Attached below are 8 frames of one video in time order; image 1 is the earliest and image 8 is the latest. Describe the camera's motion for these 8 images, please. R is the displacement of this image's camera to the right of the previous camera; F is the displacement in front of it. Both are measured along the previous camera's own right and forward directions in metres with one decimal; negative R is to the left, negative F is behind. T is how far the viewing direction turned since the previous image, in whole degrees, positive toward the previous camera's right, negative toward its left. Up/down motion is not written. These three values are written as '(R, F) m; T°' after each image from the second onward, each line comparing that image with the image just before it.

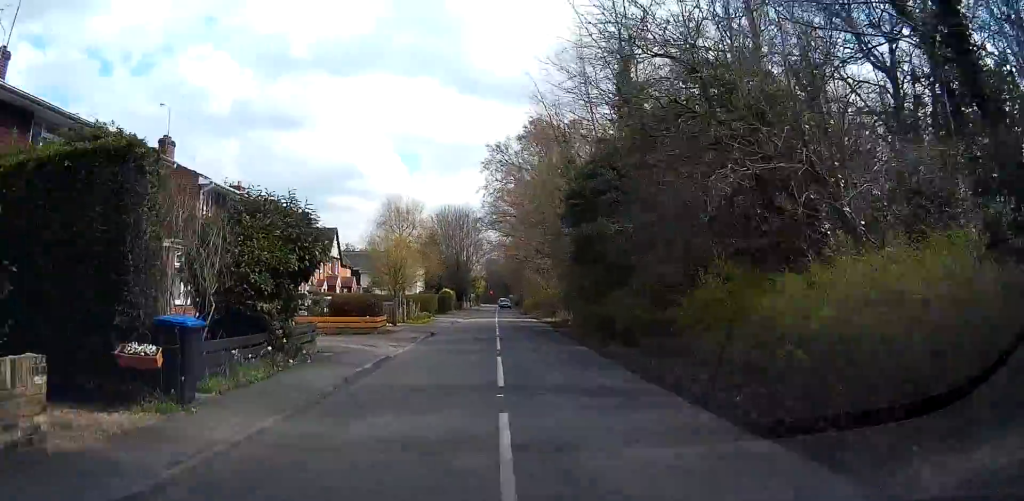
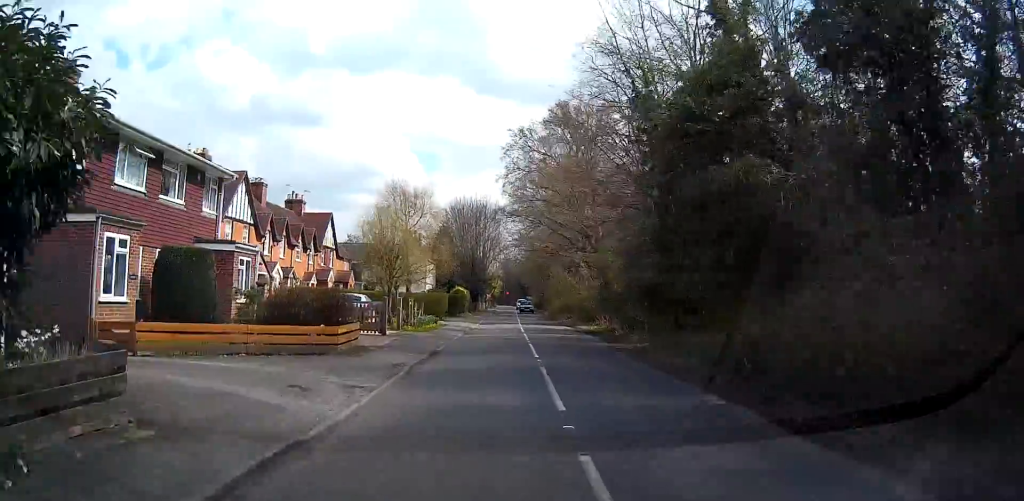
(-0.3, +10.8) m; -1°
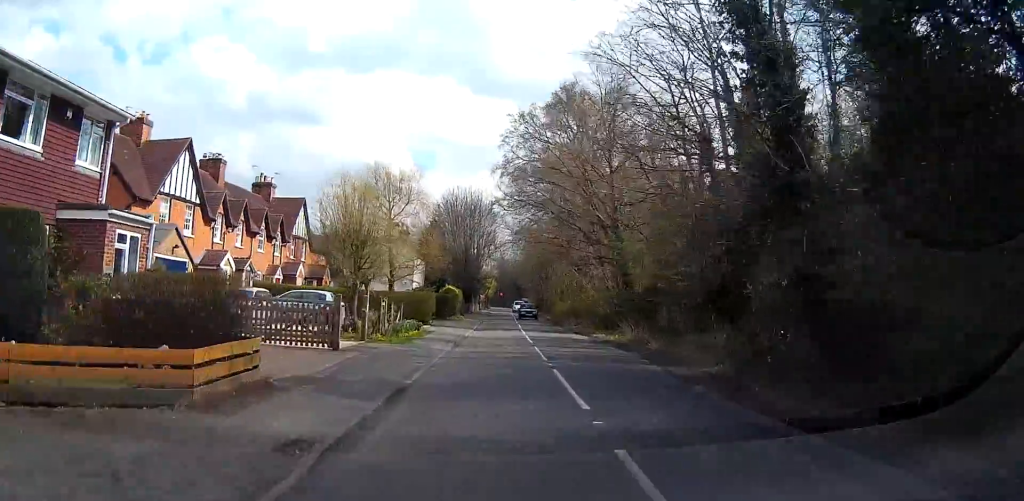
(+0.1, +8.4) m; +1°
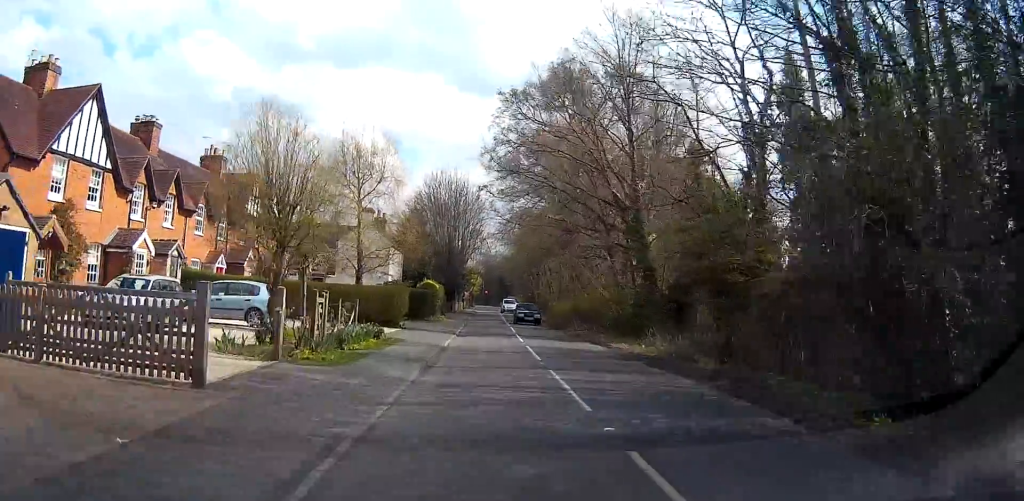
(+0.1, +8.5) m; +1°
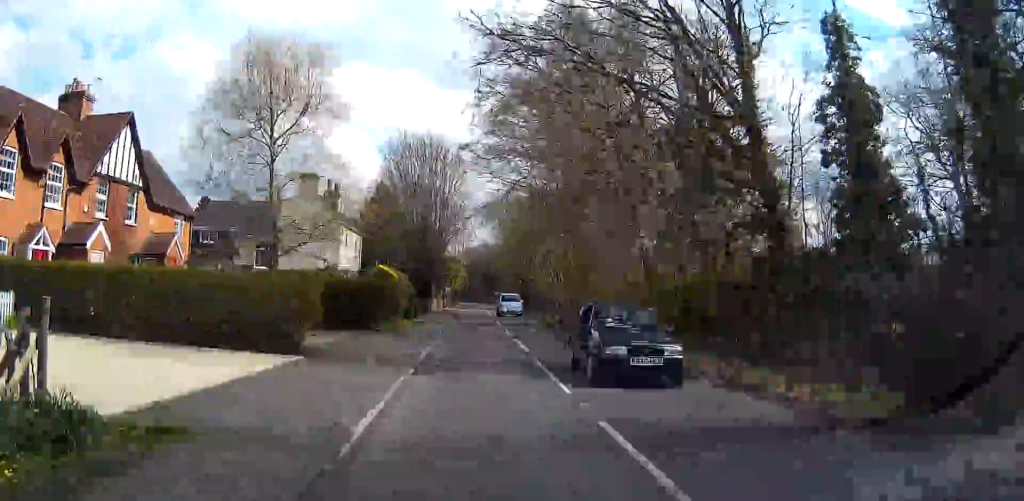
(+0.3, +16.3) m; +1°
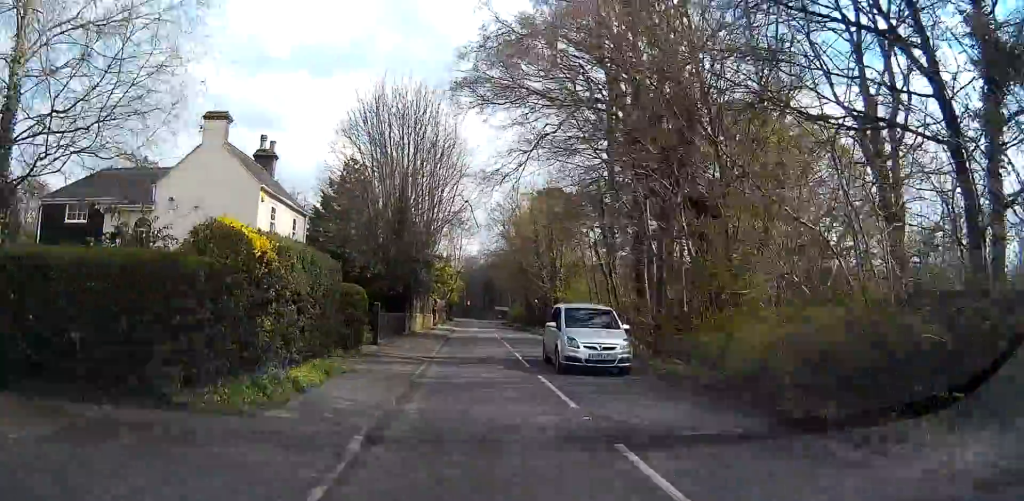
(+0.1, +17.5) m; 0°
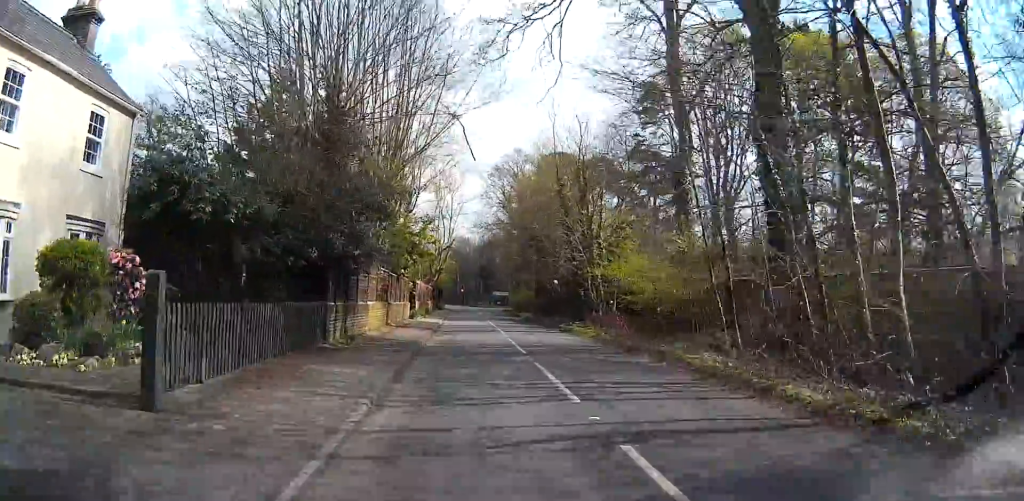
(+0.1, +18.0) m; +1°
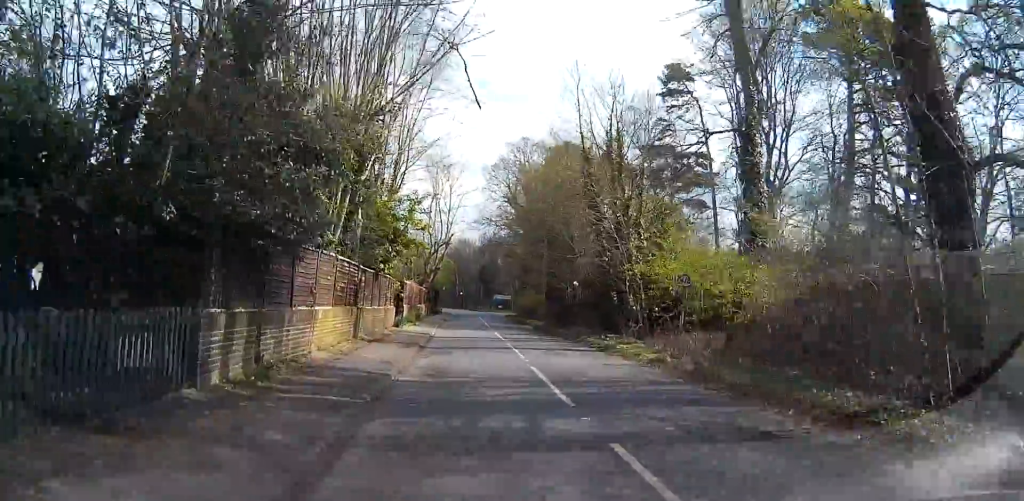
(+0.1, +8.2) m; 0°
